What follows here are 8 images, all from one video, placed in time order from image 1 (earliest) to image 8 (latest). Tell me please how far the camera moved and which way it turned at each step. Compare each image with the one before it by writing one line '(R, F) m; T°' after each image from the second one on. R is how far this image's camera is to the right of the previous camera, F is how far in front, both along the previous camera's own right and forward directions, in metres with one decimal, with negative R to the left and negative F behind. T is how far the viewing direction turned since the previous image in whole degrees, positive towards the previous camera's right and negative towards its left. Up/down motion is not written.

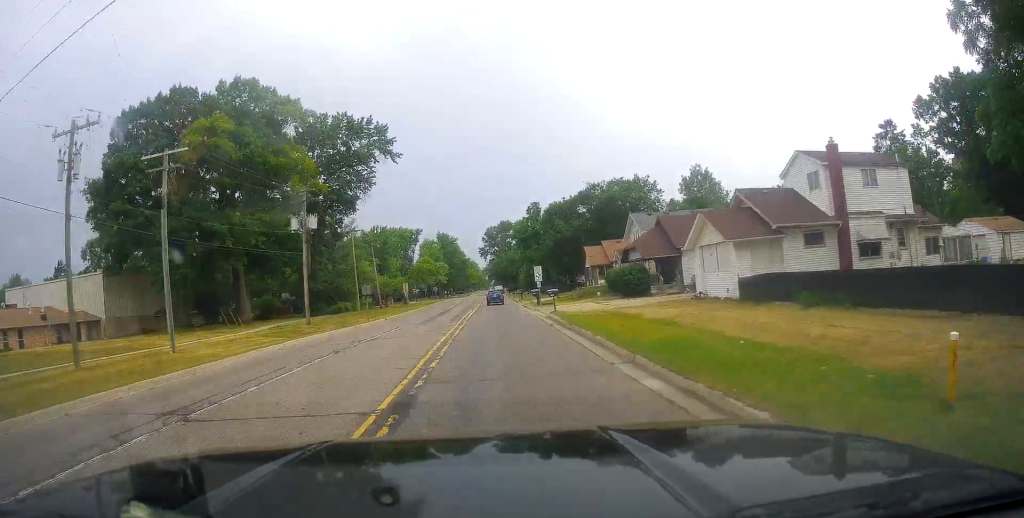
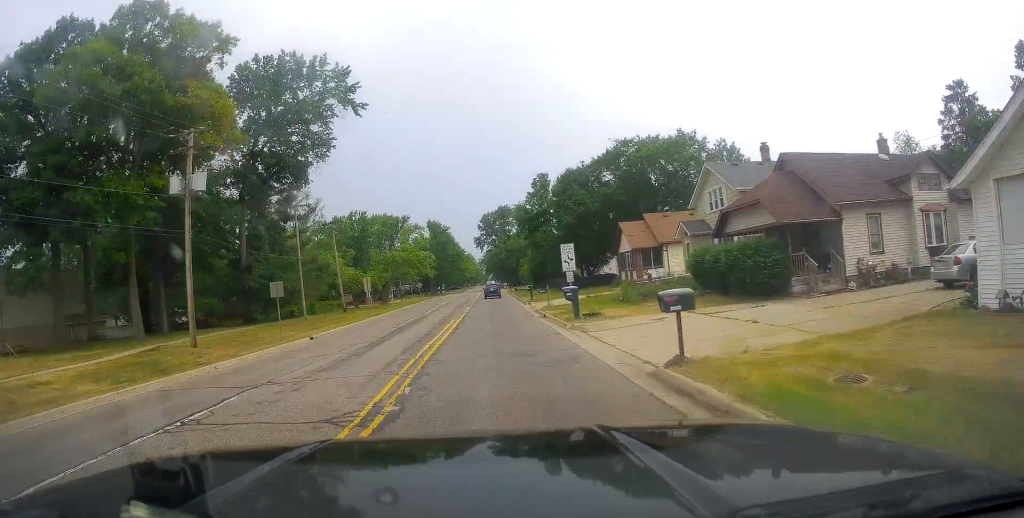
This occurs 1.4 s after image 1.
(-0.7, +20.5) m; -1°
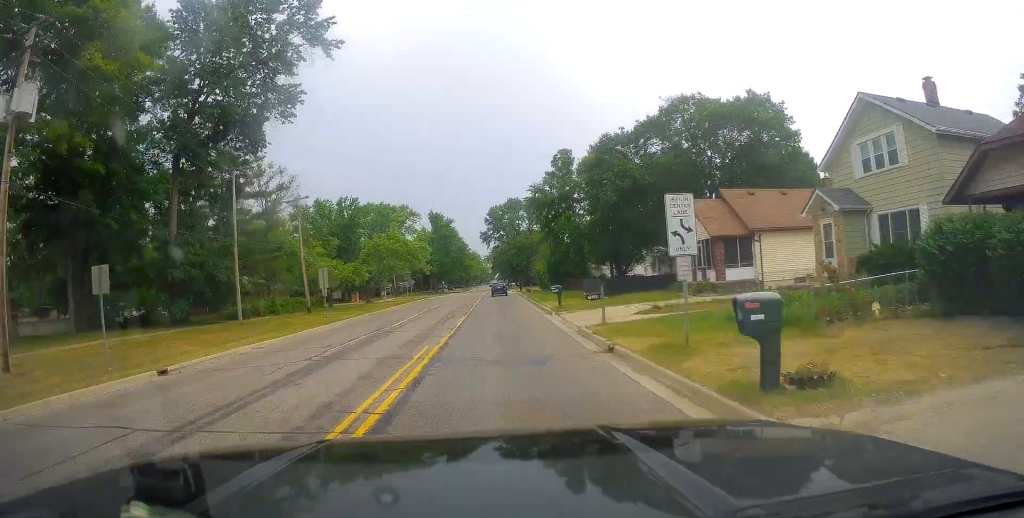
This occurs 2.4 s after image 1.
(+0.8, +15.0) m; +1°
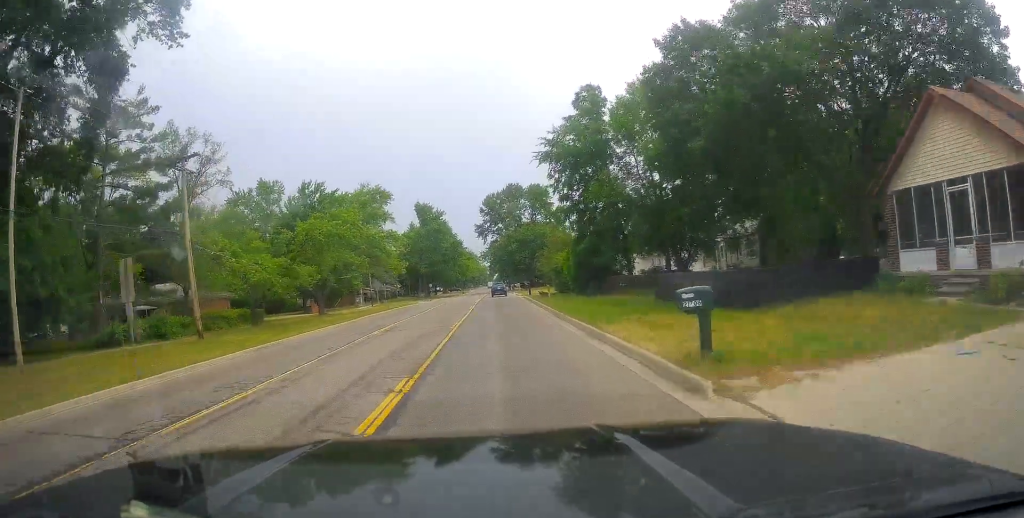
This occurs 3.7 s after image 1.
(-0.3, +20.4) m; 0°
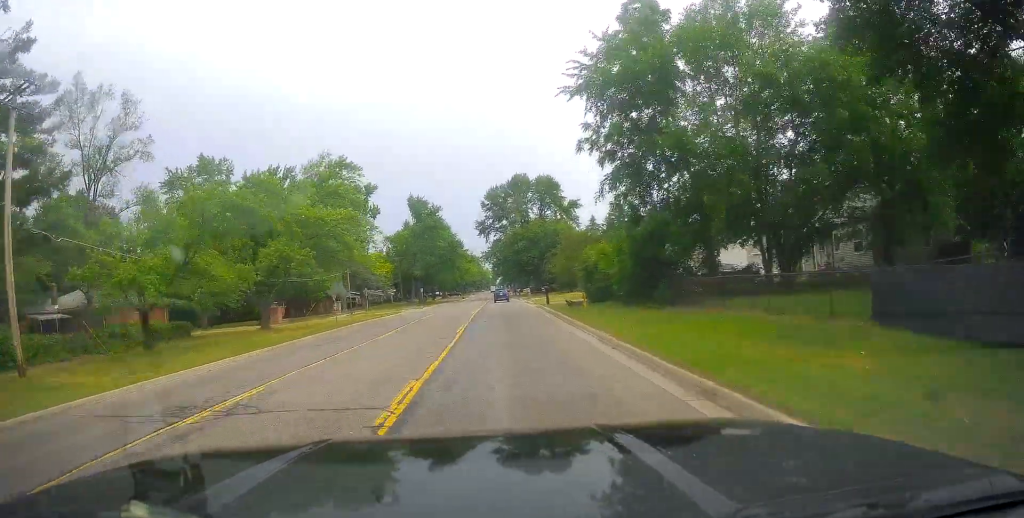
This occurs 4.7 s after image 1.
(+0.1, +15.3) m; -2°
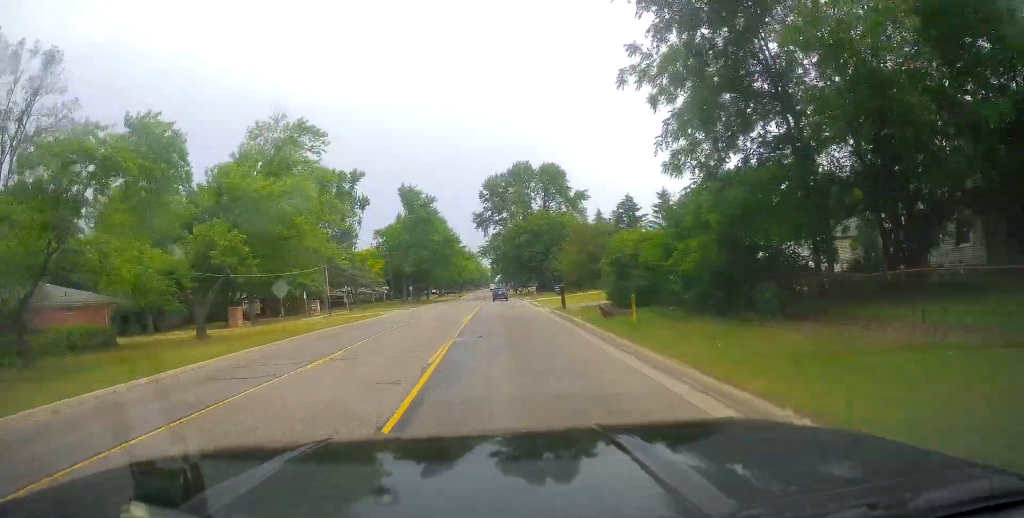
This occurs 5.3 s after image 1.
(-0.3, +9.6) m; -2°
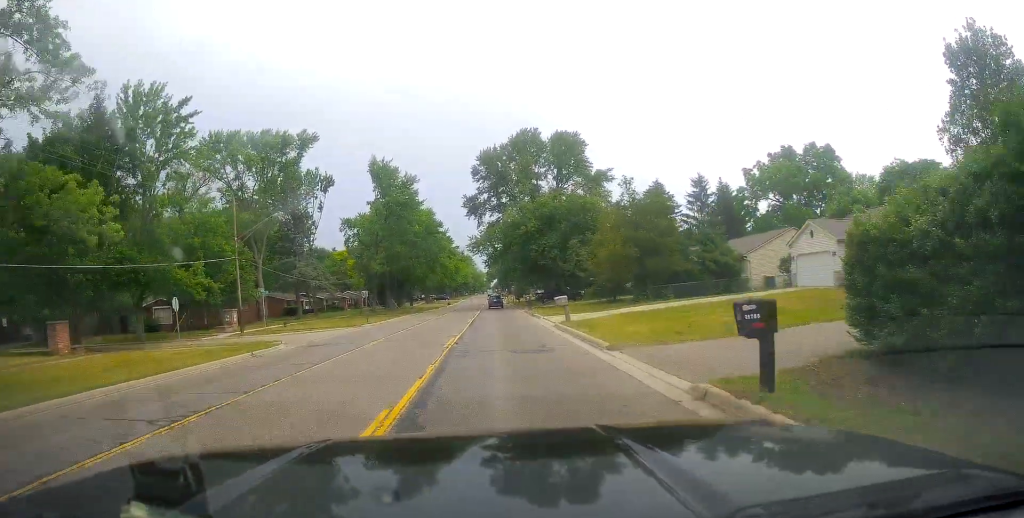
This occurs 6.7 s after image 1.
(+0.3, +23.3) m; +3°
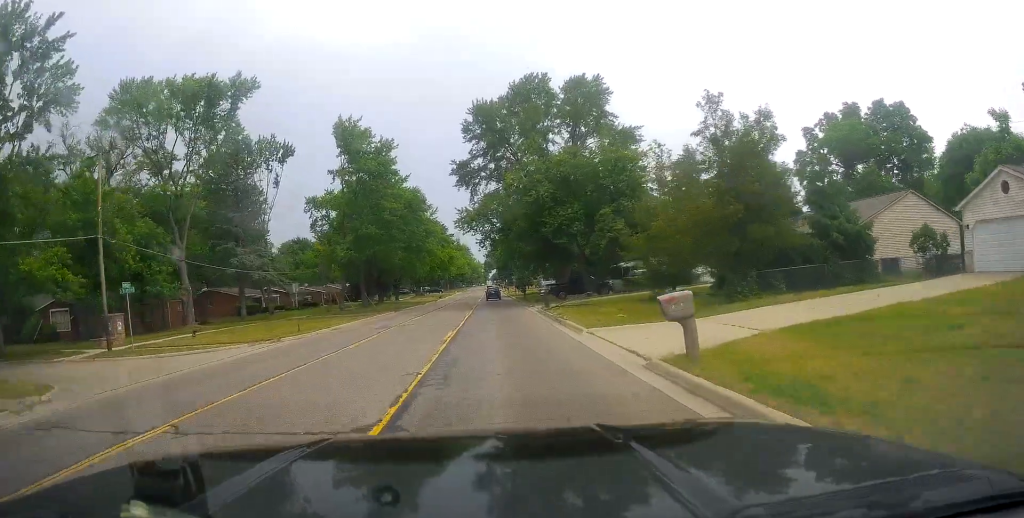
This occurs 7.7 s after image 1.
(+0.4, +16.9) m; +1°
